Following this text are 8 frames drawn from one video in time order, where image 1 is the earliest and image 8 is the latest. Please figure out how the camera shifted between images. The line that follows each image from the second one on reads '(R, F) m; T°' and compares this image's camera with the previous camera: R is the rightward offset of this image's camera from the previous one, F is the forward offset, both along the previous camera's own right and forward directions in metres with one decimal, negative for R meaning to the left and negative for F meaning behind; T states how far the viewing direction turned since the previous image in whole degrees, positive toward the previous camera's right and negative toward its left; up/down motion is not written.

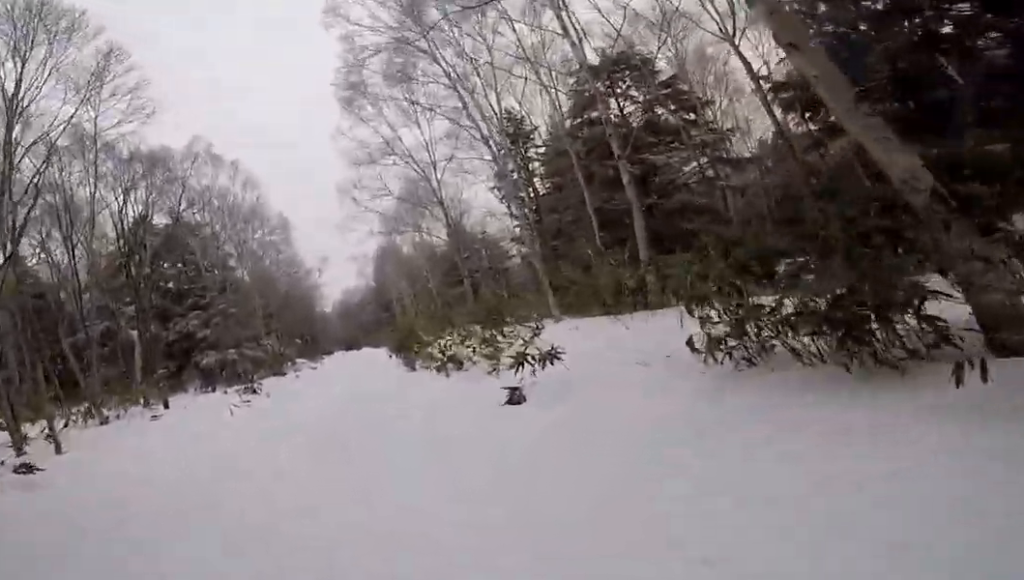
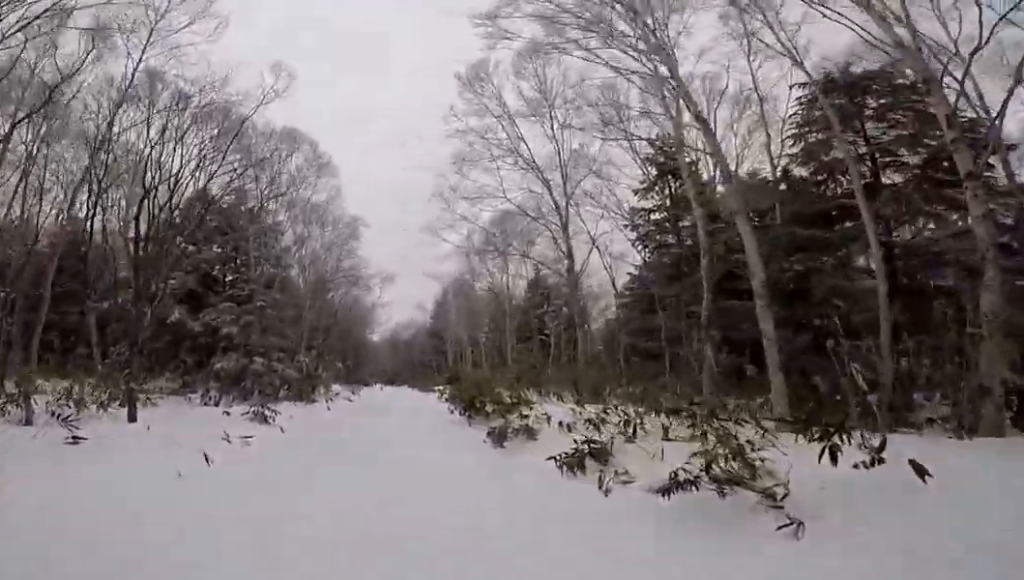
(0.0, +4.7) m; +2°
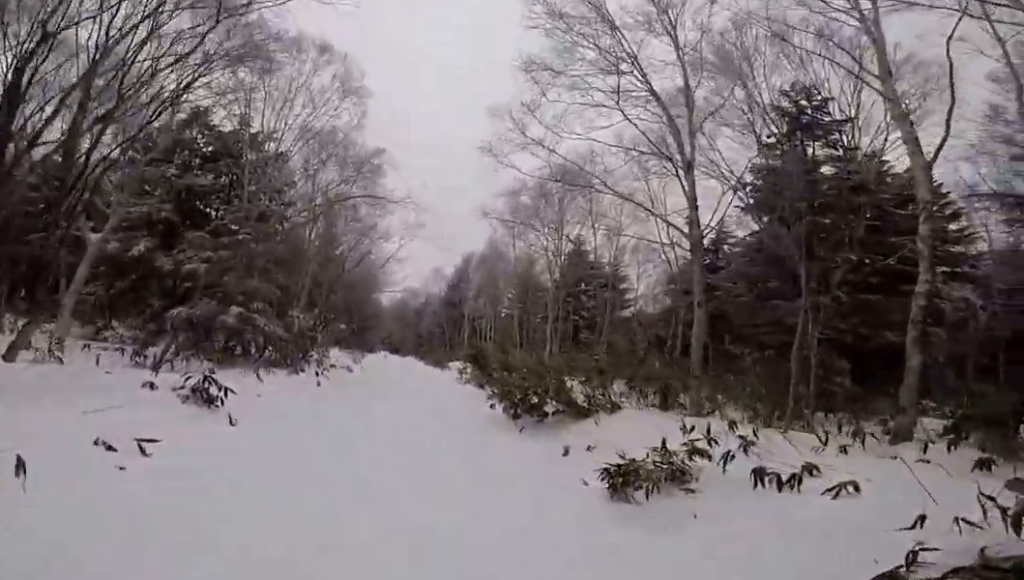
(+0.1, +4.7) m; +14°
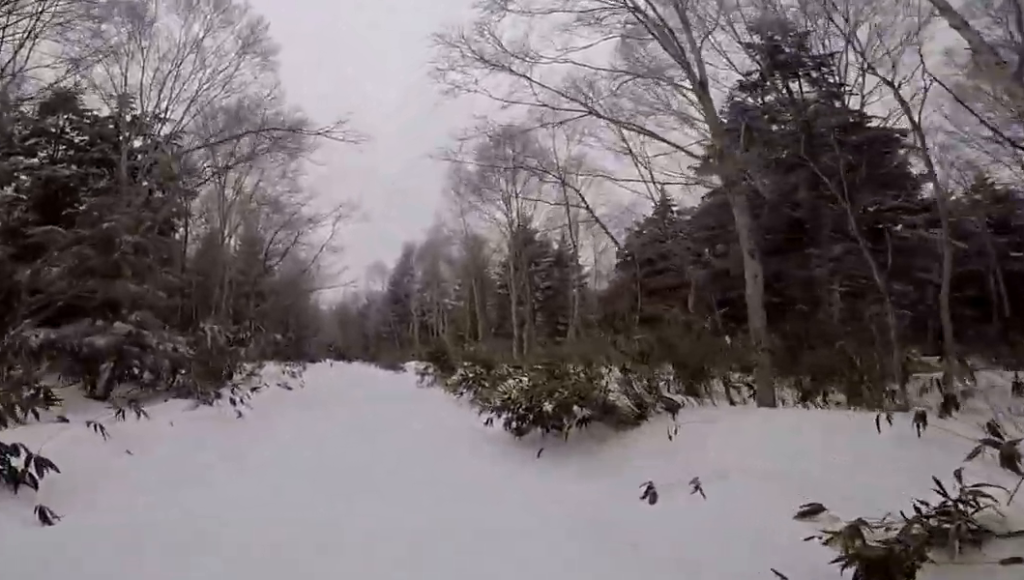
(+0.6, +3.4) m; +4°
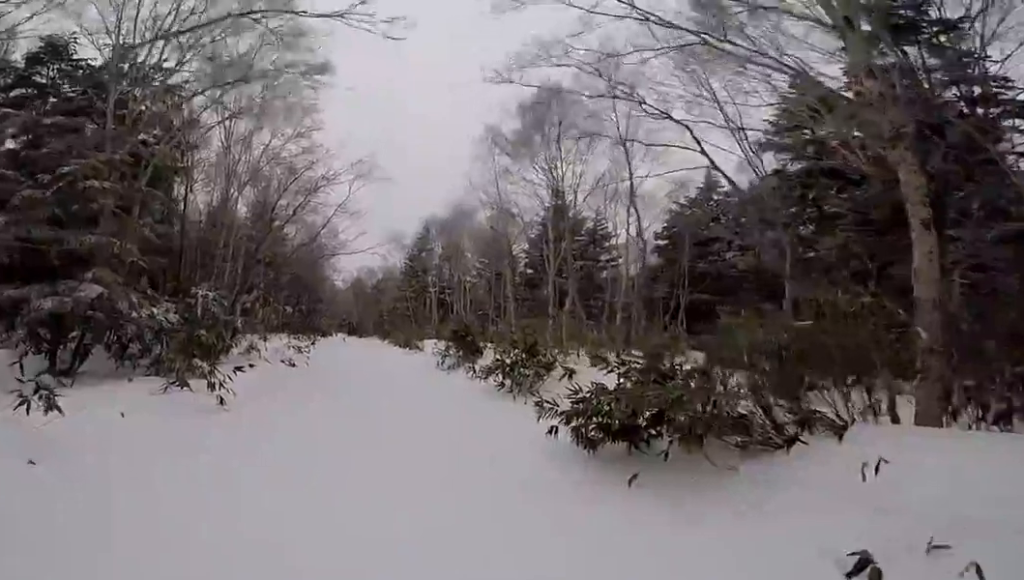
(+0.1, +2.1) m; -3°
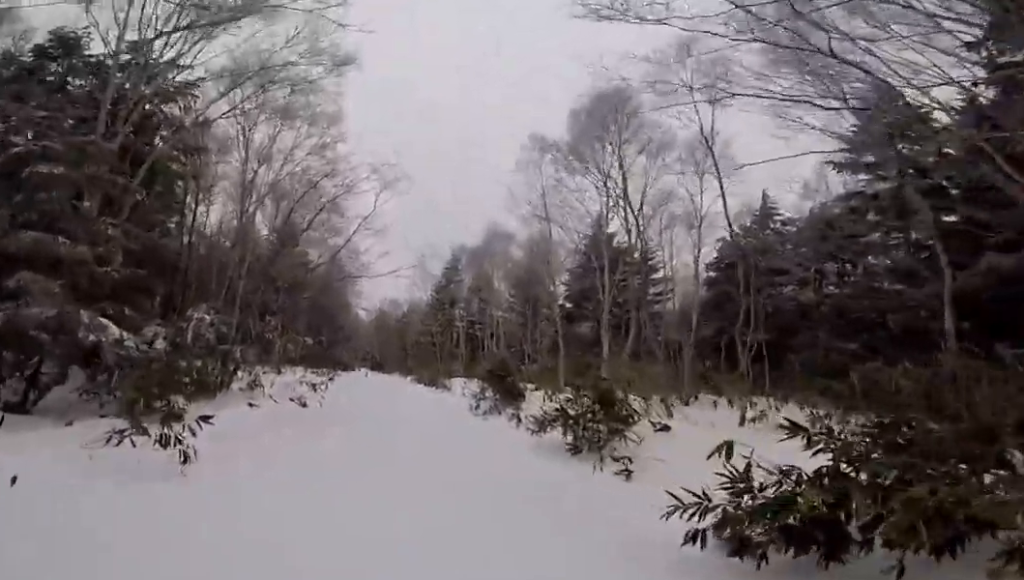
(-0.3, +2.0) m; -10°
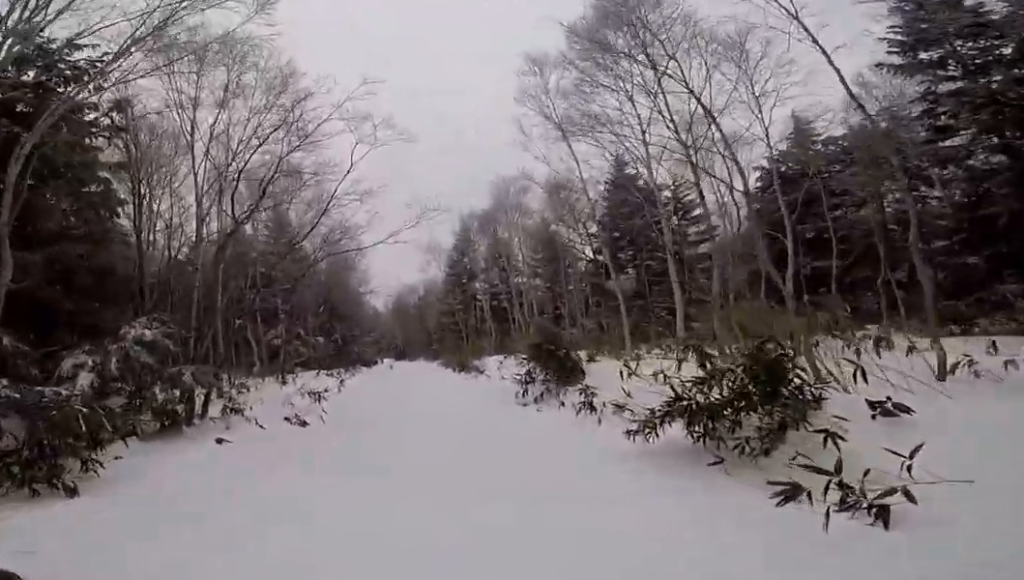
(-0.3, +3.0) m; -6°
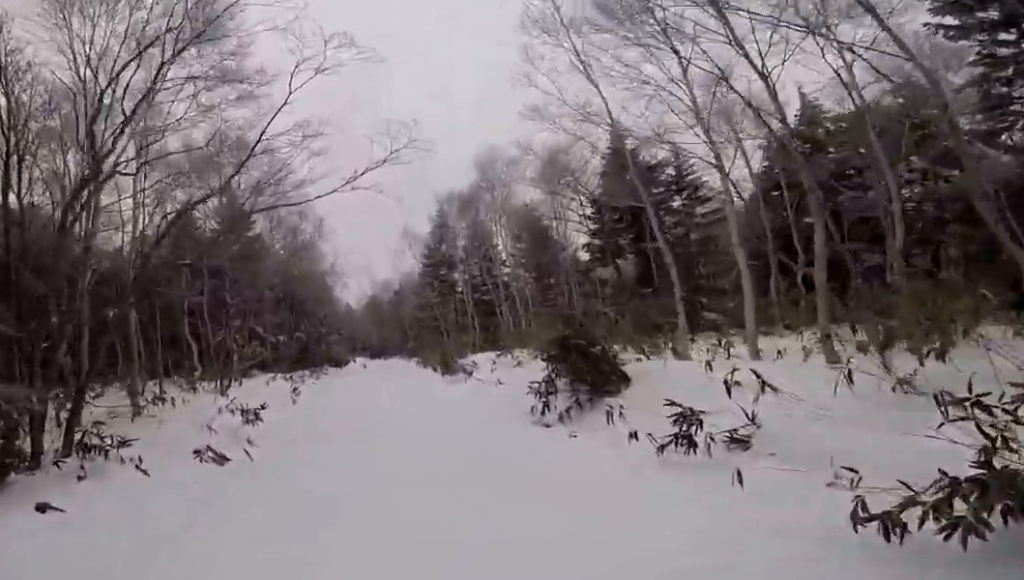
(-0.1, +3.4) m; -2°
